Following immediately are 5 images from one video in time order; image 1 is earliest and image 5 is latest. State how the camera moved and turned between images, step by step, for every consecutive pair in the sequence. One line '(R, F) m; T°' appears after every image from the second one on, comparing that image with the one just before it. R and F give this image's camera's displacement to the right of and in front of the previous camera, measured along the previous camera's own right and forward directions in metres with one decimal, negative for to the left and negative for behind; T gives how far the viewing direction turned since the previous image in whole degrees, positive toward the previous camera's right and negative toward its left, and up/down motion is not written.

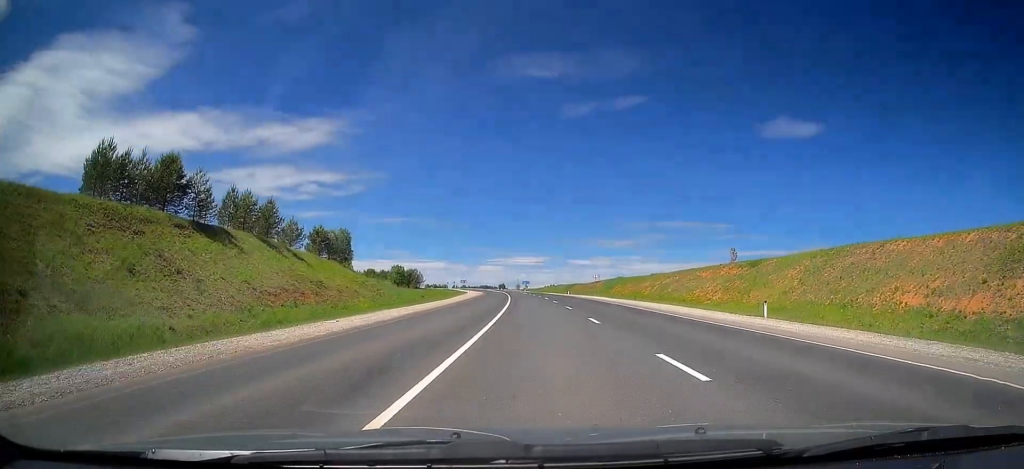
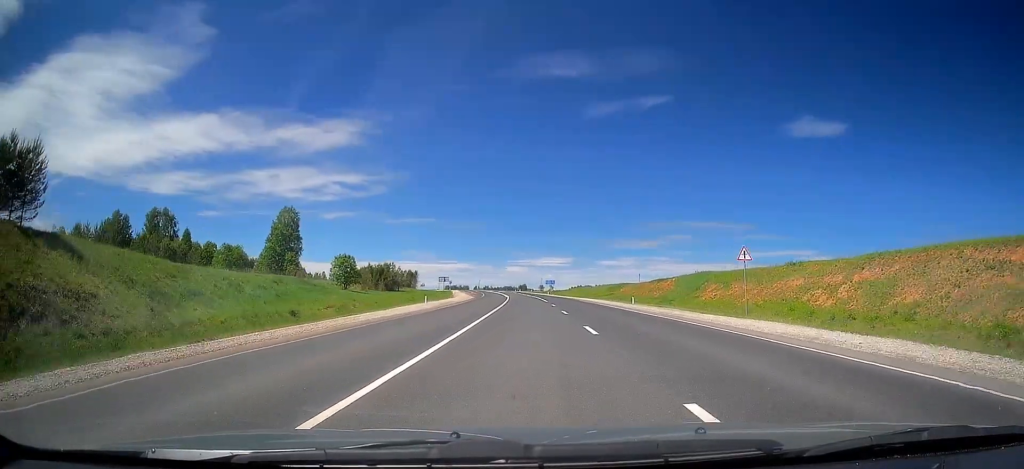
(-1.6, +50.7) m; -3°
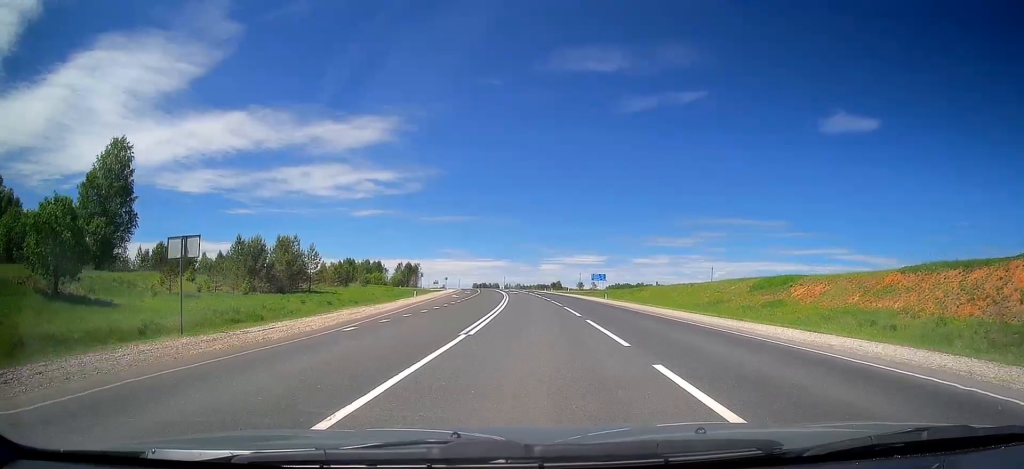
(-1.6, +63.2) m; -2°
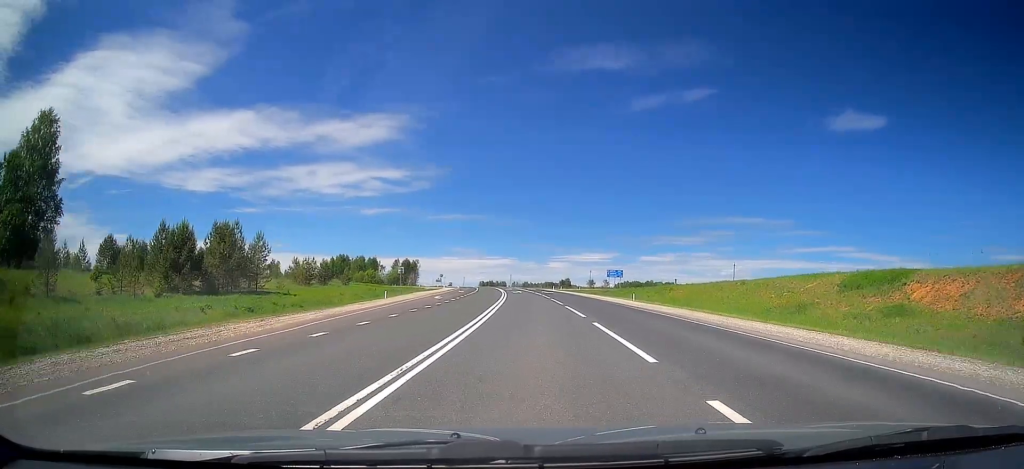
(0.0, +14.6) m; -1°
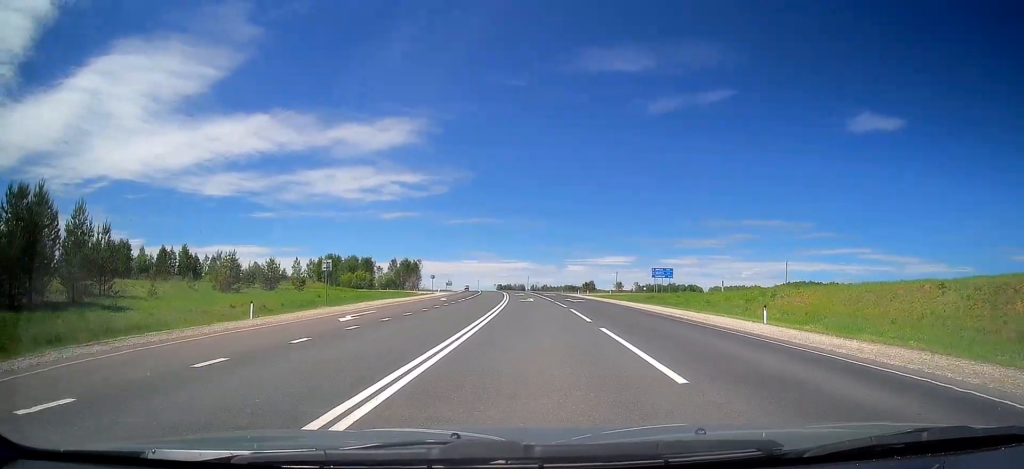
(-0.4, +25.5) m; -2°
